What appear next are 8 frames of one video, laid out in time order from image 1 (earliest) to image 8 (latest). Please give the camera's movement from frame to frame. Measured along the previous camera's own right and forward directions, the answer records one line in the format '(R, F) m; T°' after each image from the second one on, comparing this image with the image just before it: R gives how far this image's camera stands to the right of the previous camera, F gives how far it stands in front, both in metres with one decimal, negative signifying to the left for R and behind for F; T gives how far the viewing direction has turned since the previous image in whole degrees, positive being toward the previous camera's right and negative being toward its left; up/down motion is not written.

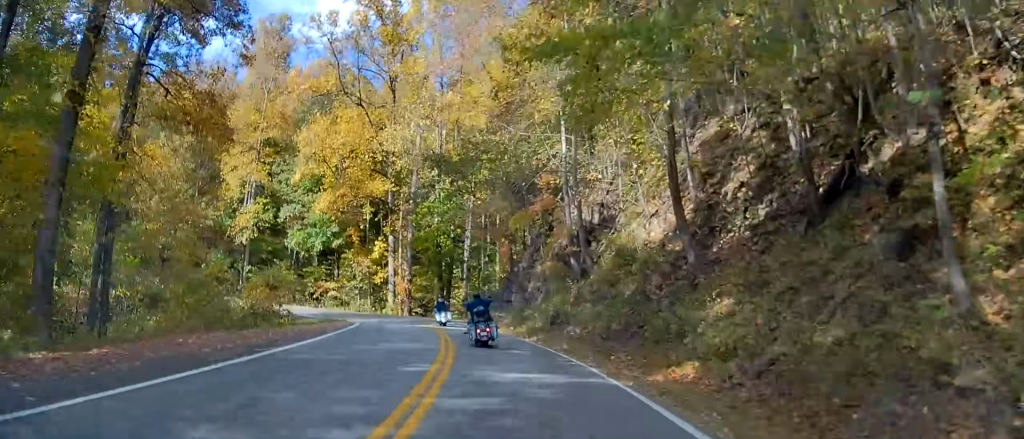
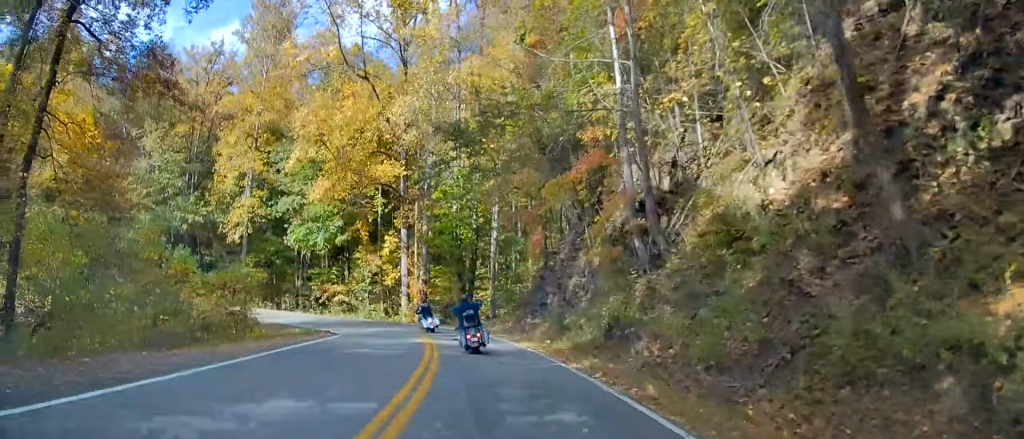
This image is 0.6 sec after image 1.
(+0.1, +9.7) m; -2°
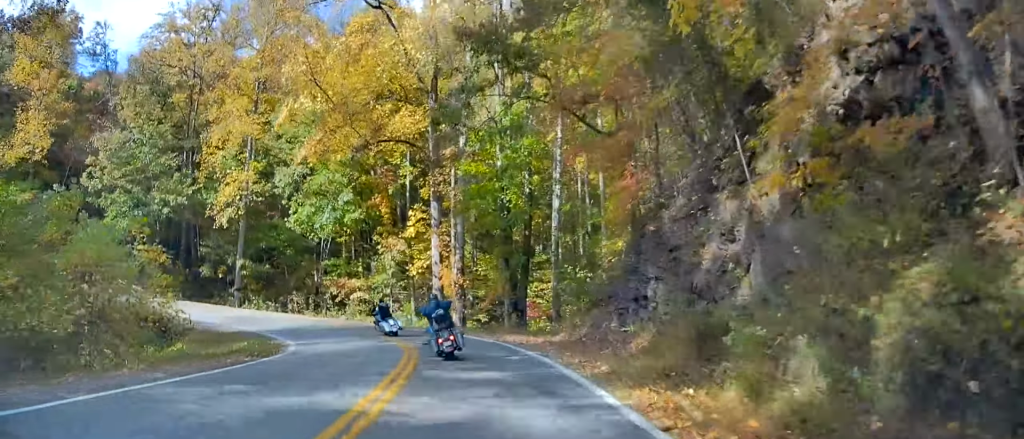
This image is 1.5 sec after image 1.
(-0.5, +13.8) m; -8°
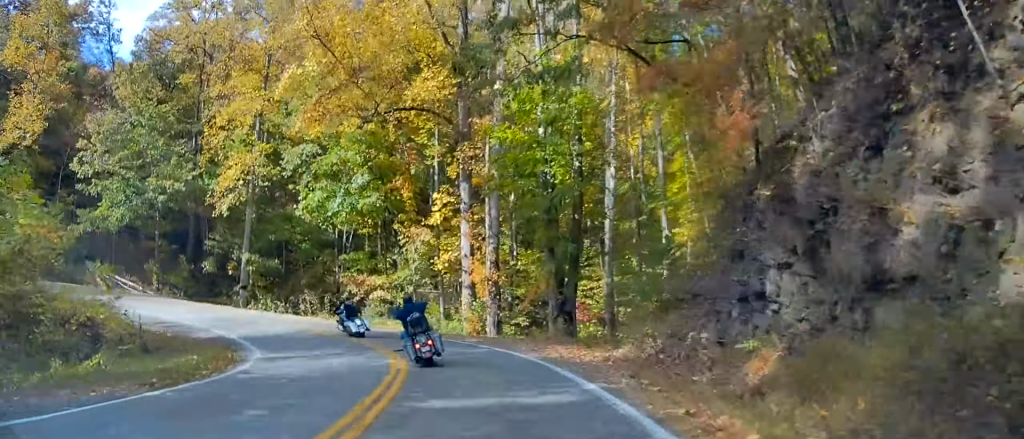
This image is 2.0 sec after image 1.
(-0.8, +6.4) m; -4°
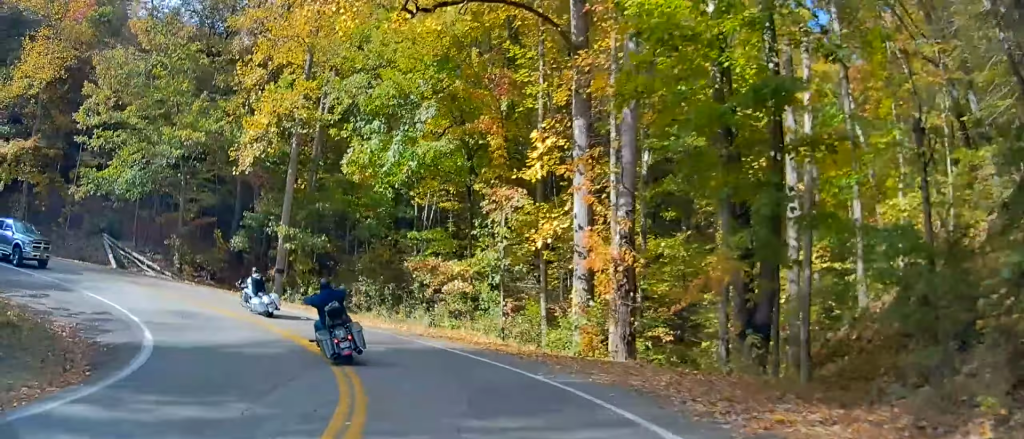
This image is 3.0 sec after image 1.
(-0.8, +11.9) m; -10°
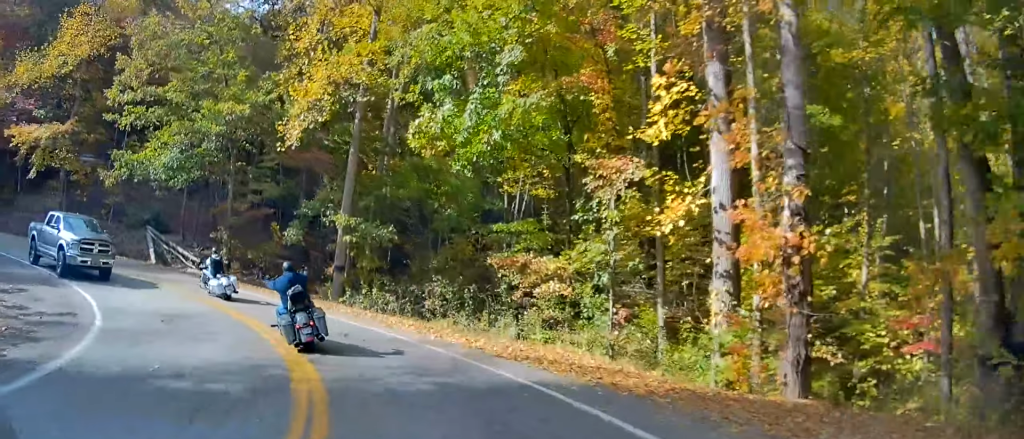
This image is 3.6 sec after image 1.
(+0.3, +6.1) m; -7°
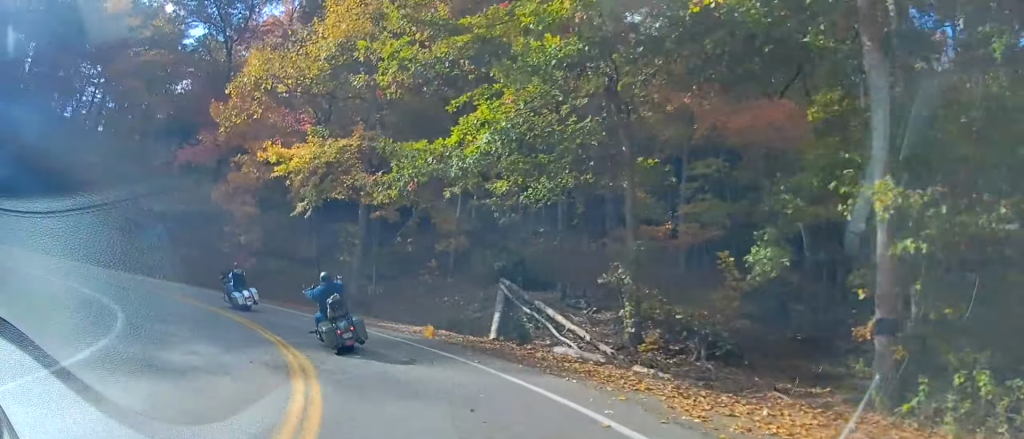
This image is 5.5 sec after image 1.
(-5.8, +15.7) m; -46°
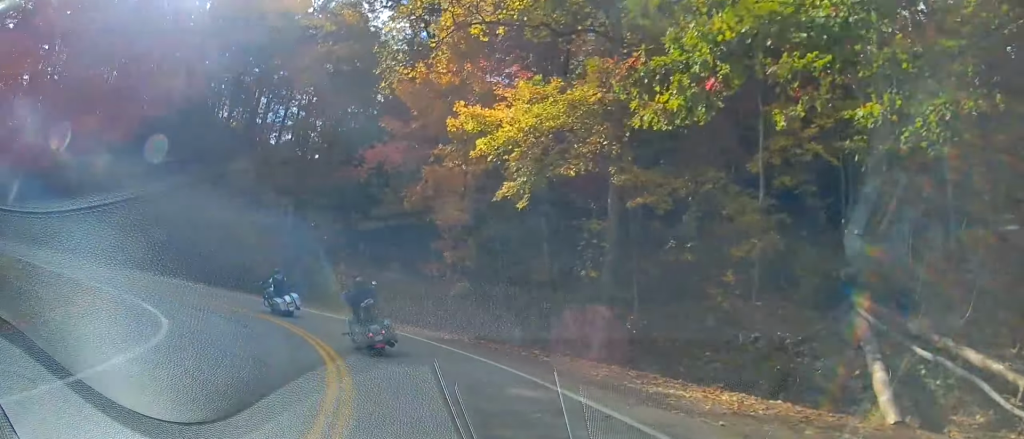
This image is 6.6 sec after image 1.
(-2.6, +8.9) m; -27°
